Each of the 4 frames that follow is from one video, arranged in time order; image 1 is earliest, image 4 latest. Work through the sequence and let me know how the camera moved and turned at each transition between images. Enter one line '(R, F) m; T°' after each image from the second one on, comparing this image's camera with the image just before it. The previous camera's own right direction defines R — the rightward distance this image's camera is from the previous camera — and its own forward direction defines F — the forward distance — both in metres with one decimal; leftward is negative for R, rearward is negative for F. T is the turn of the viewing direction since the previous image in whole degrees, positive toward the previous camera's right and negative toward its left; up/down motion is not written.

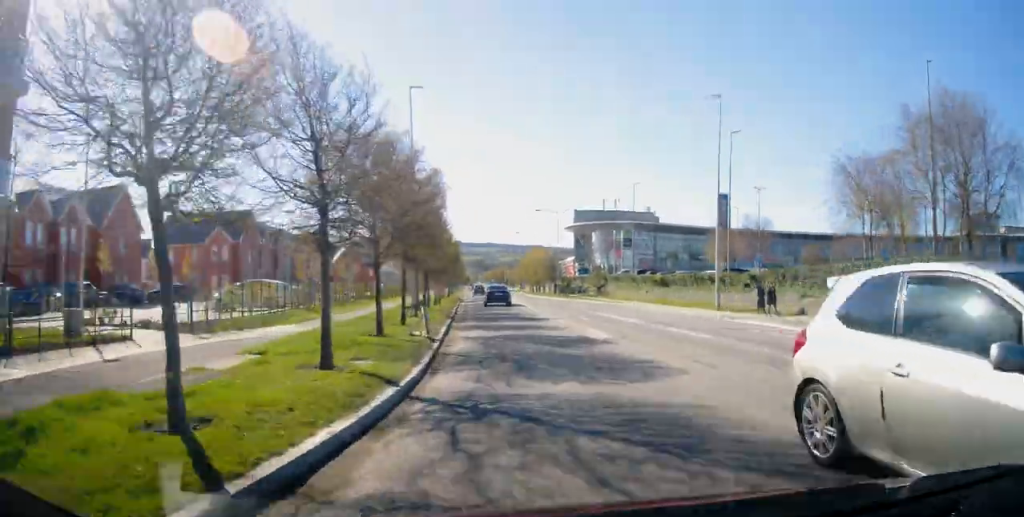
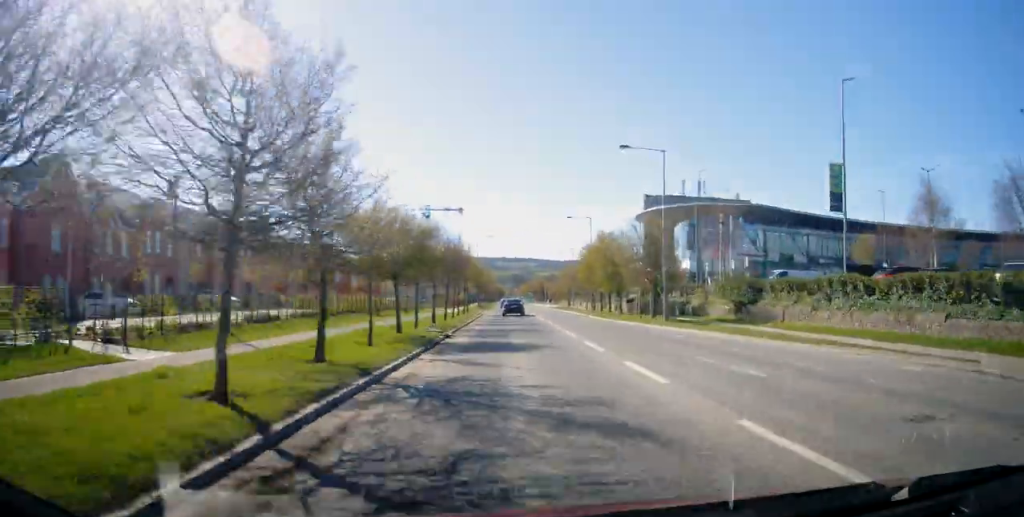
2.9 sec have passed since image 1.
(-1.4, +34.2) m; -3°
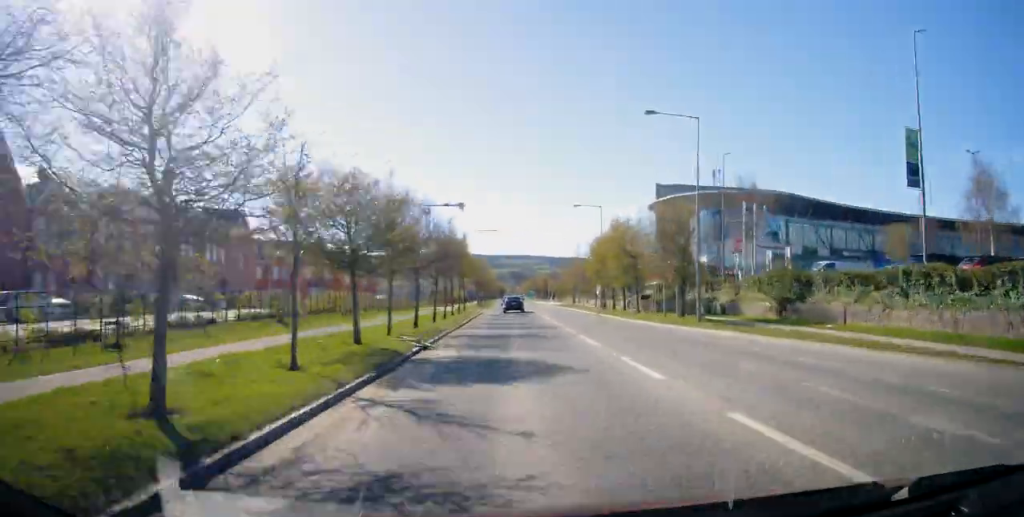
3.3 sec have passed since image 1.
(0.0, +5.7) m; 0°
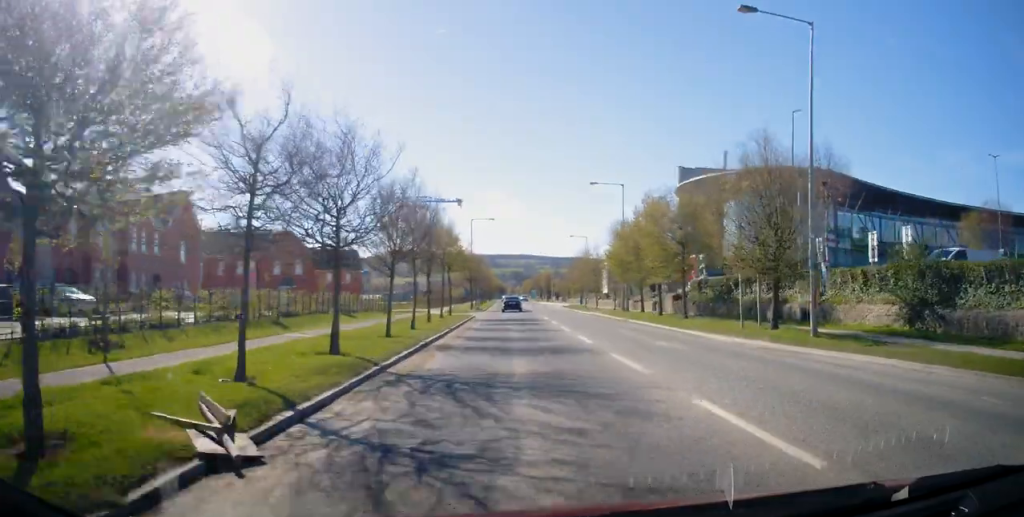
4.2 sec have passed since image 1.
(0.0, +10.8) m; +1°
